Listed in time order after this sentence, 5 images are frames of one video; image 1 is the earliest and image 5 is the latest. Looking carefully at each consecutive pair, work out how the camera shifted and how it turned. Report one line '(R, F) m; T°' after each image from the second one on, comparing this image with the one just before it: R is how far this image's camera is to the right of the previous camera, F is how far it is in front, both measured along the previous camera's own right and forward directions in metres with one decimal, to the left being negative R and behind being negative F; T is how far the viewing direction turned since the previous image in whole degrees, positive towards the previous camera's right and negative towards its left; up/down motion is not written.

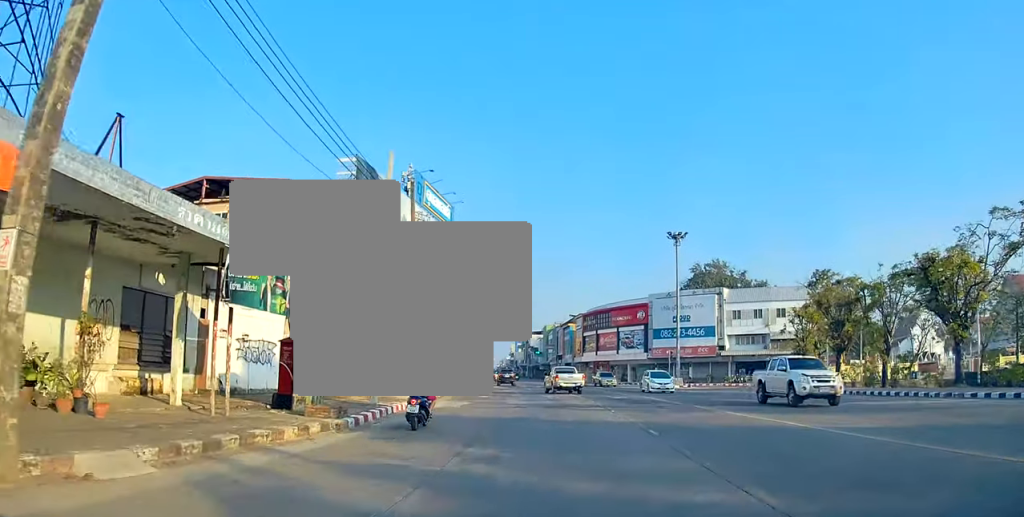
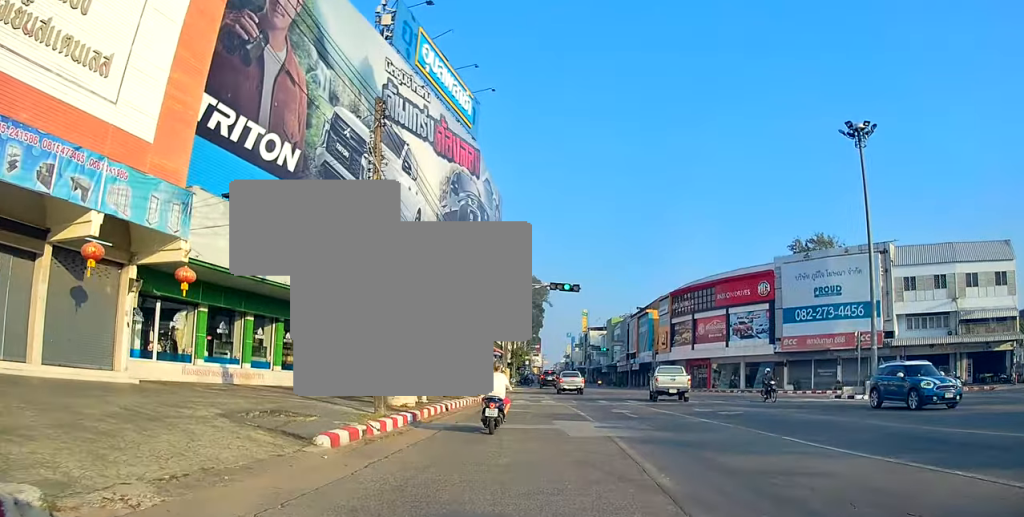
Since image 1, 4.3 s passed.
(0.0, +32.9) m; 0°
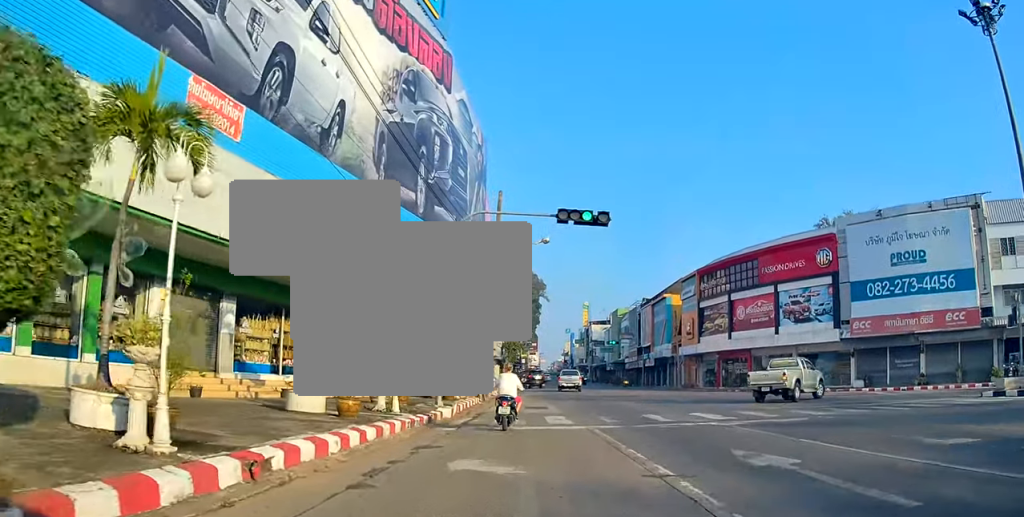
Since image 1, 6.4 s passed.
(0.0, +14.3) m; +1°
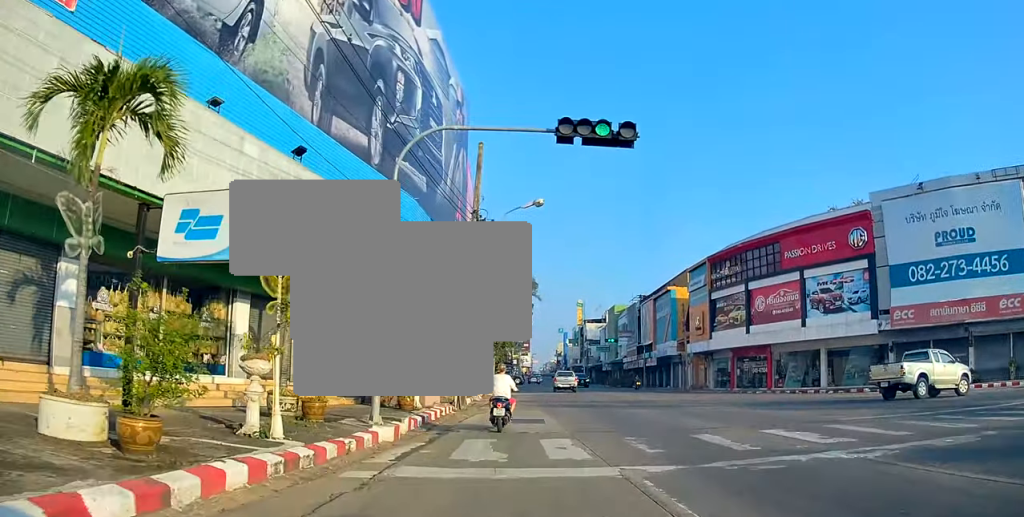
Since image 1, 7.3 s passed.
(0.0, +6.8) m; 0°
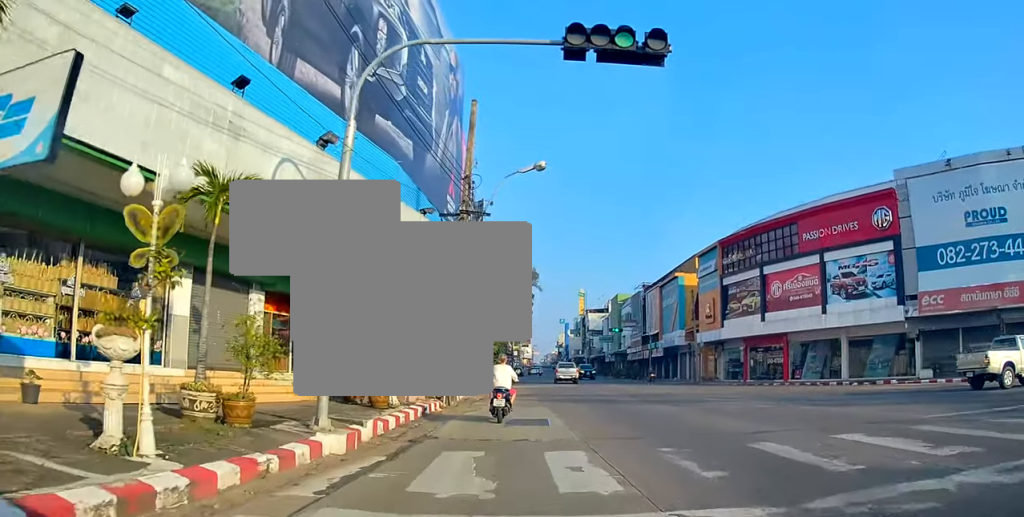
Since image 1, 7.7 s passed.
(0.0, +3.3) m; +1°
